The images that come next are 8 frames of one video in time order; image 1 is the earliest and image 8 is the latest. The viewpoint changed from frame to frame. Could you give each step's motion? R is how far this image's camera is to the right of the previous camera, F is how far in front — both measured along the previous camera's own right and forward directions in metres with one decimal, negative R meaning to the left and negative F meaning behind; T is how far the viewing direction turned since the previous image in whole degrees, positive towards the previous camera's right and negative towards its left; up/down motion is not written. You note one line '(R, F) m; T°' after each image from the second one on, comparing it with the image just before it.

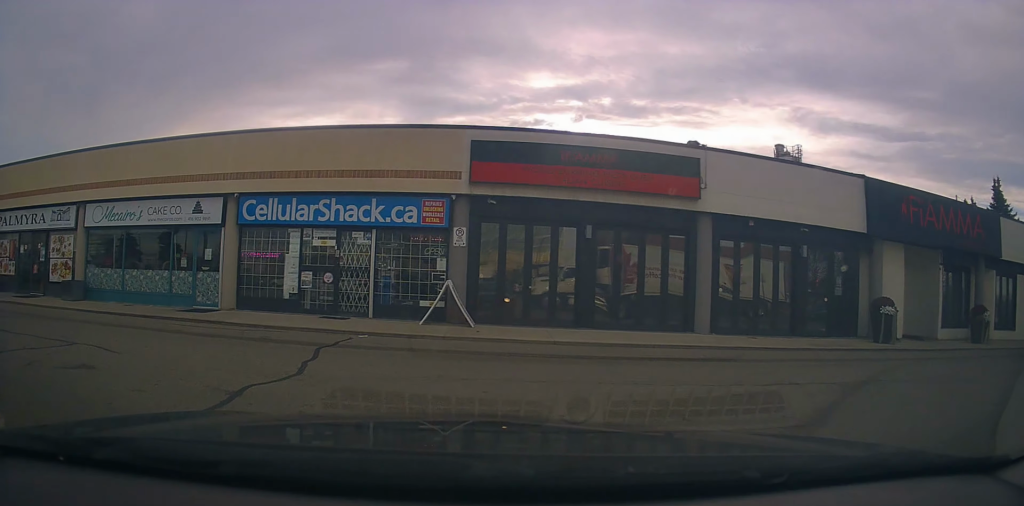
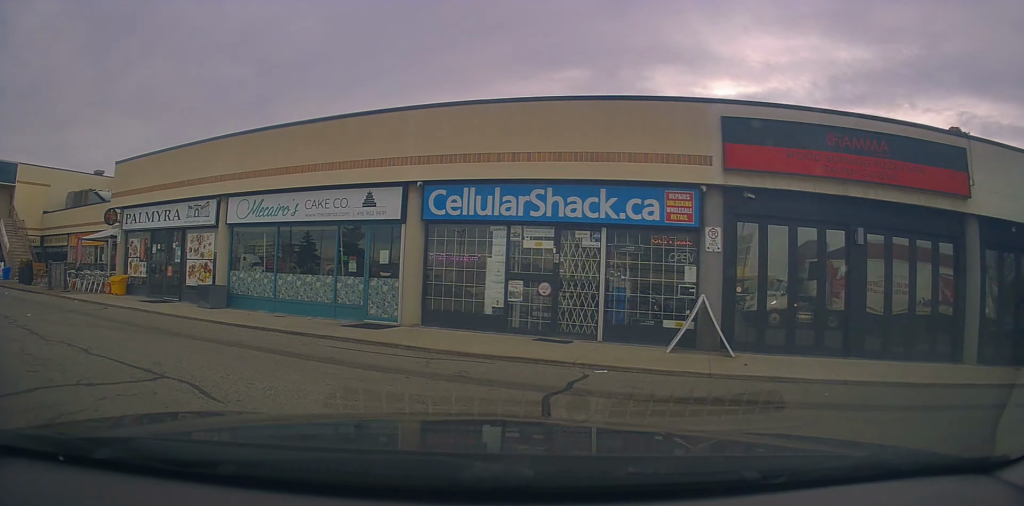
(-0.8, +3.1) m; -22°
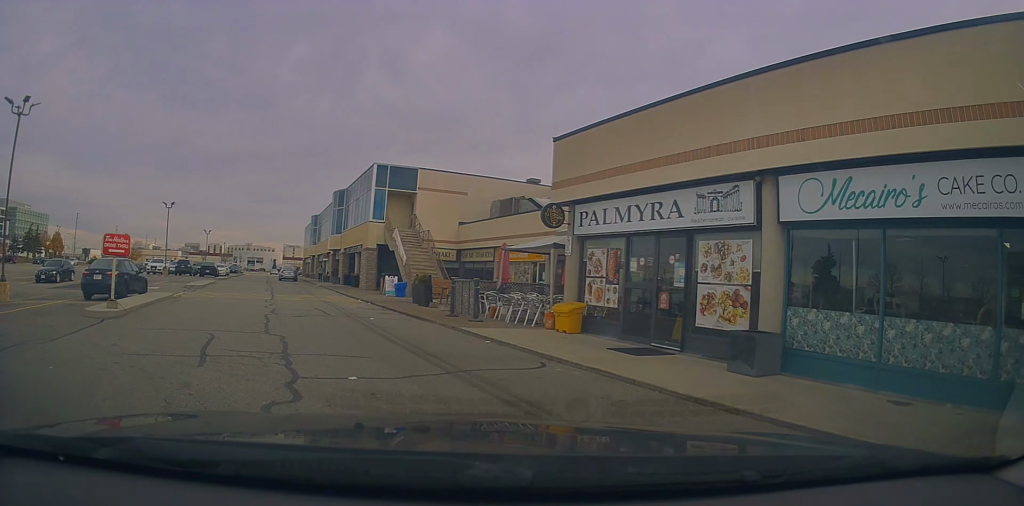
(-3.1, +7.0) m; -39°
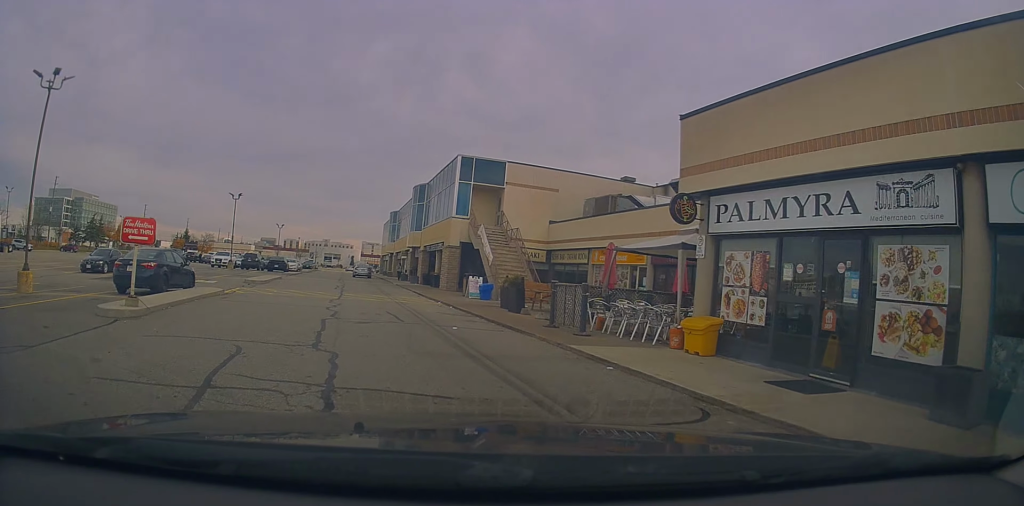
(-0.3, +3.0) m; -4°
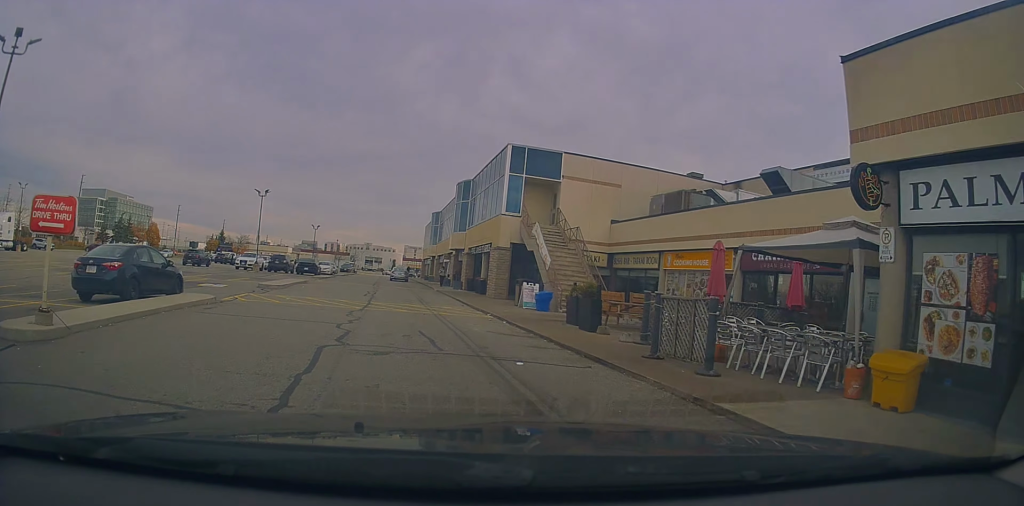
(+0.2, +4.5) m; -1°
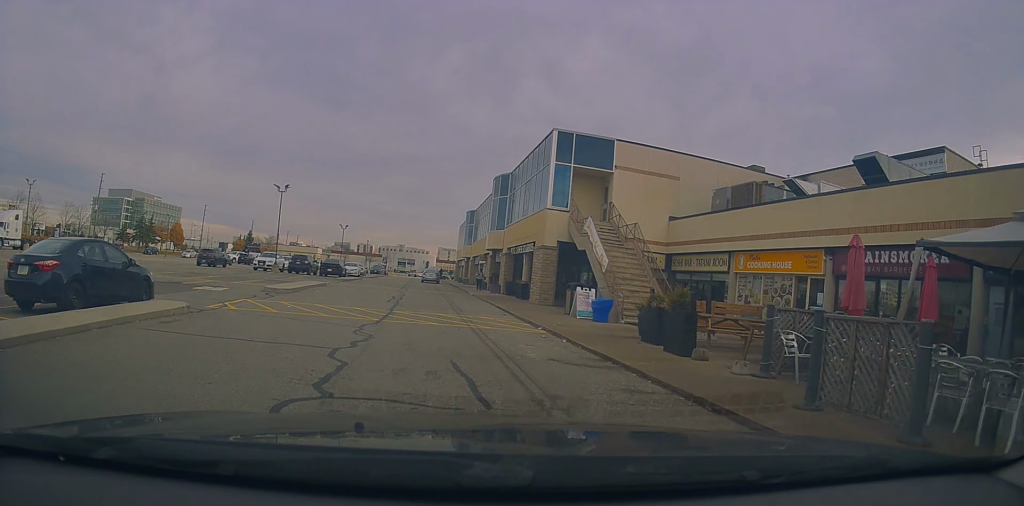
(-0.2, +4.1) m; -7°
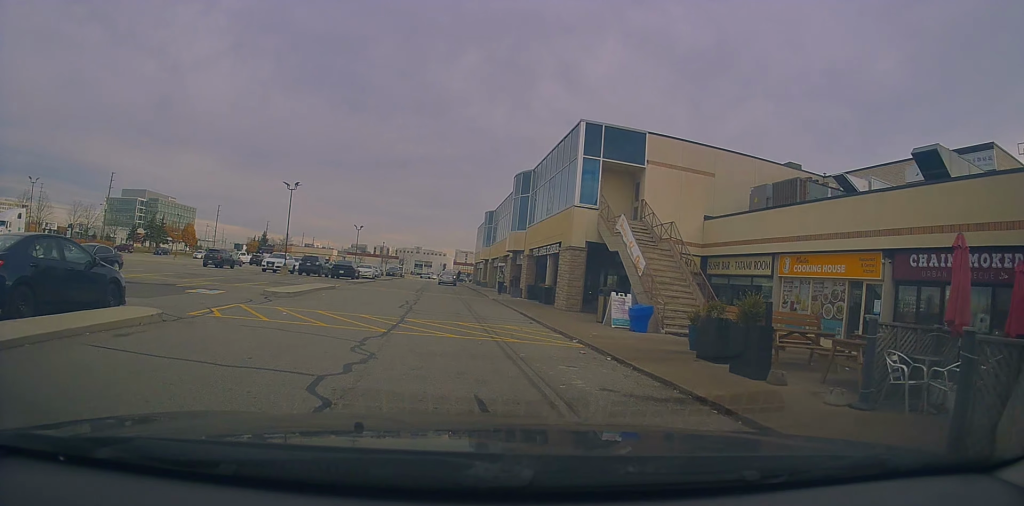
(-0.1, +2.3) m; -1°
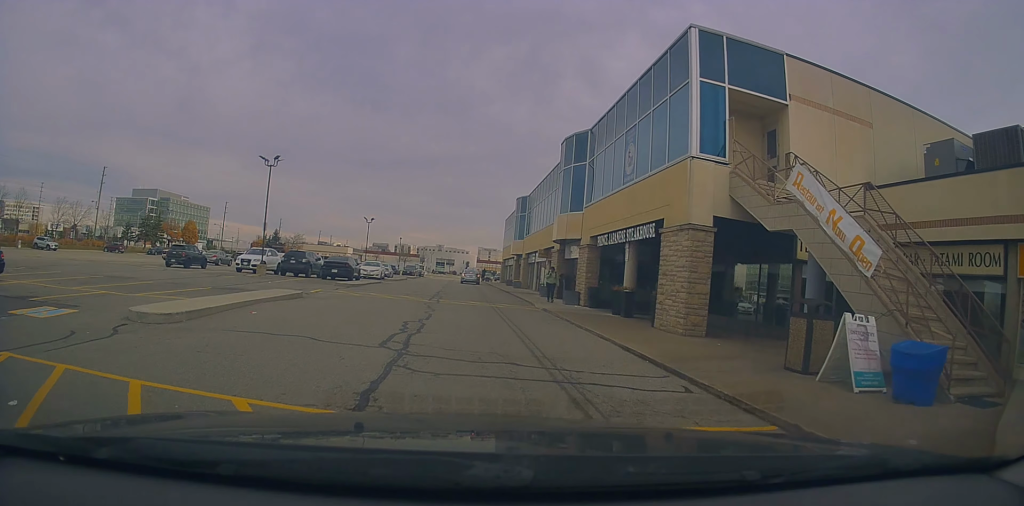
(+0.2, +10.2) m; +3°
